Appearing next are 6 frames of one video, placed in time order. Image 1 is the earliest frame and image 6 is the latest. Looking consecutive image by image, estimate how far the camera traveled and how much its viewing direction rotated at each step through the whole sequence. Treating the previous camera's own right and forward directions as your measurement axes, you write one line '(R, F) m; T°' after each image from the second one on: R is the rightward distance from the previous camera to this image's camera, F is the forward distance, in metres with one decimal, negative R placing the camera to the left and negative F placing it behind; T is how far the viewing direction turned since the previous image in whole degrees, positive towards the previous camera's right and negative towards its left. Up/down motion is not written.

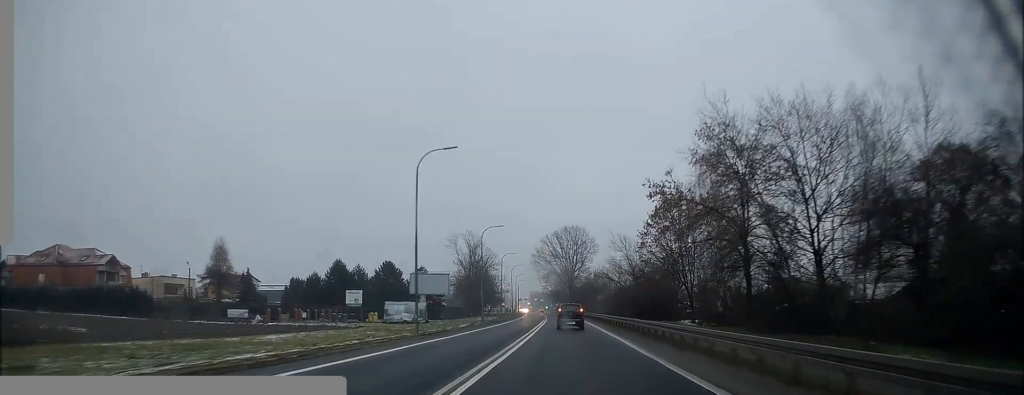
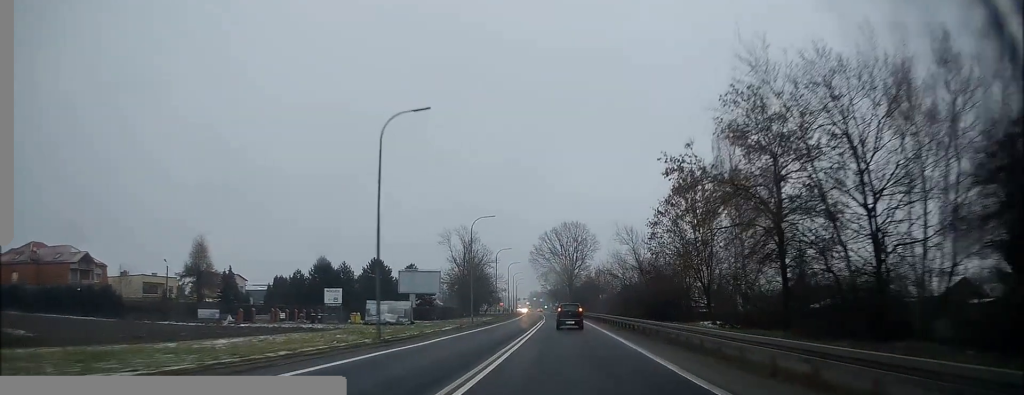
(0.0, +6.8) m; 0°
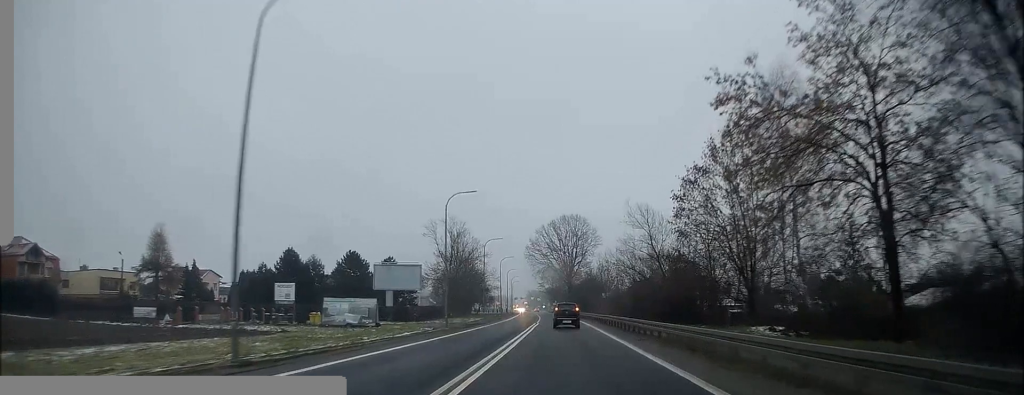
(+0.1, +11.9) m; 0°
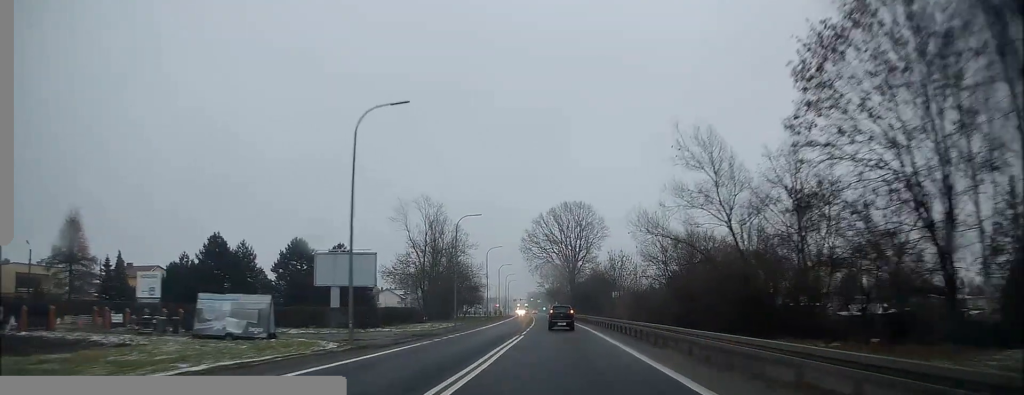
(-0.1, +20.5) m; -2°
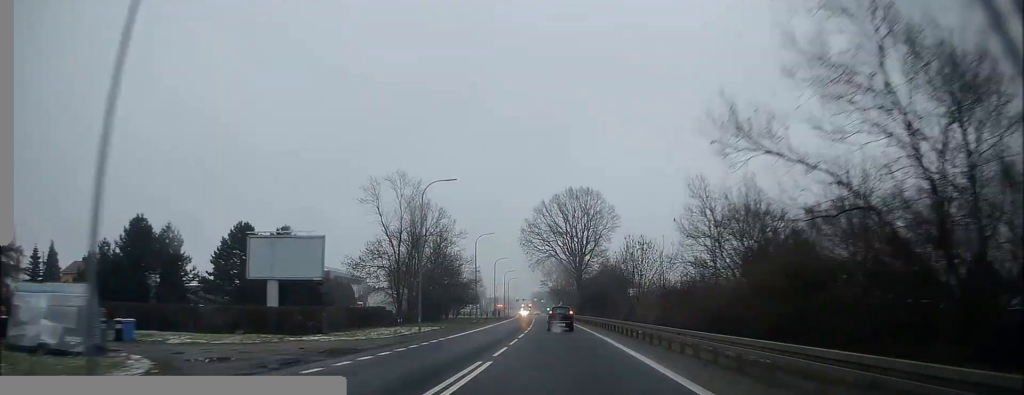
(-0.3, +14.9) m; 0°
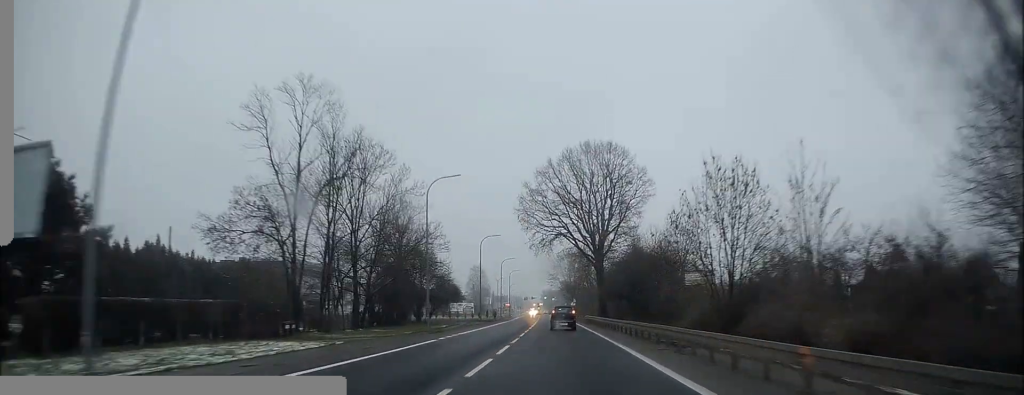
(+0.4, +29.3) m; -1°
